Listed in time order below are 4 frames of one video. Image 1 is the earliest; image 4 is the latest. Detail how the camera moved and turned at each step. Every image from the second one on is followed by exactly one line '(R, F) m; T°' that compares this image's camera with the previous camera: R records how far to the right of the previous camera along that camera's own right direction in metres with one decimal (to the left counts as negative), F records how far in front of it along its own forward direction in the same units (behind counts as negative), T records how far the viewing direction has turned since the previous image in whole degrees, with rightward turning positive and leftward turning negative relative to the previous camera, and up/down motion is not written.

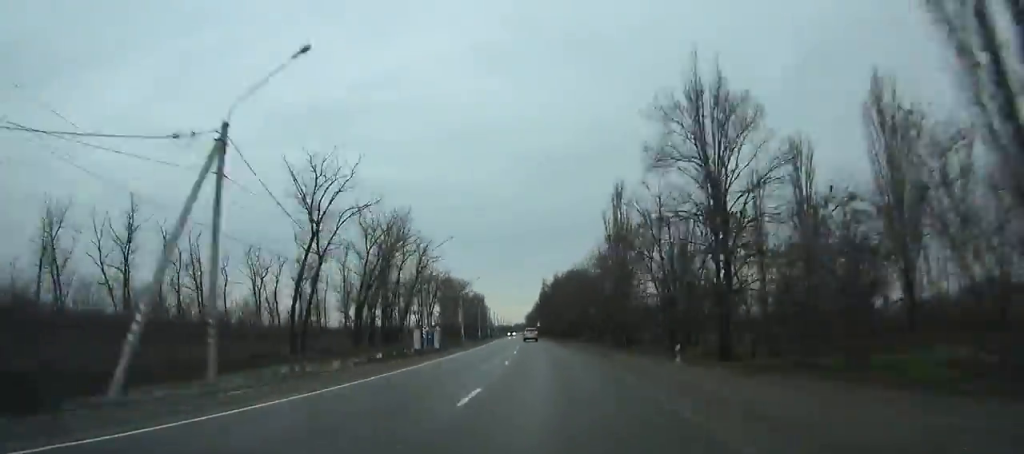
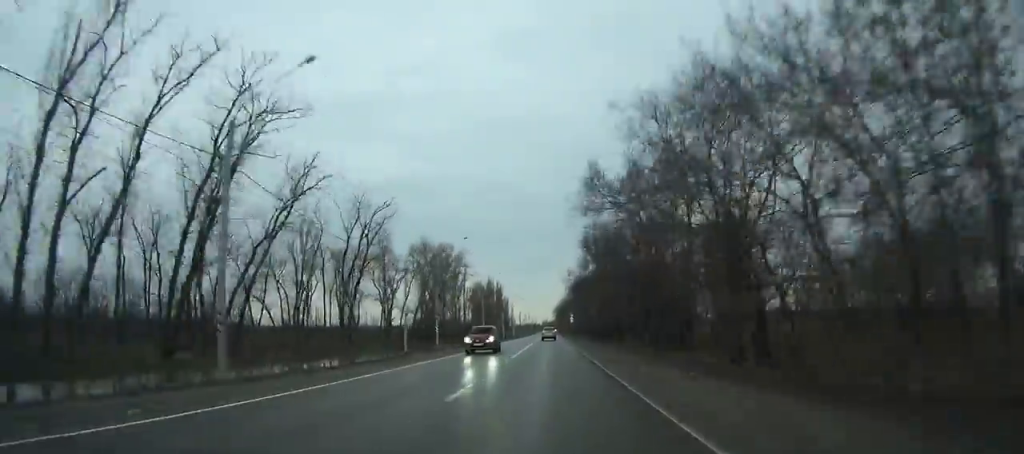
(-2.5, +70.0) m; -2°
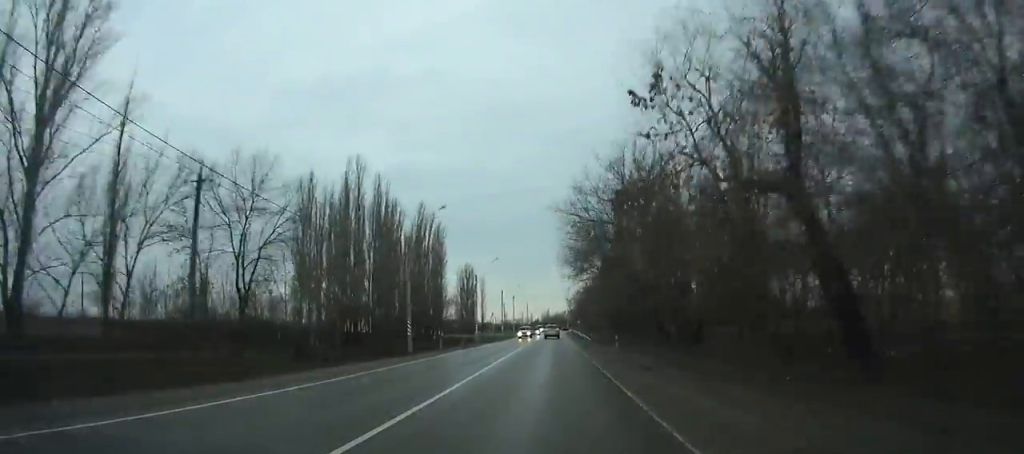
(-1.2, +153.9) m; -1°
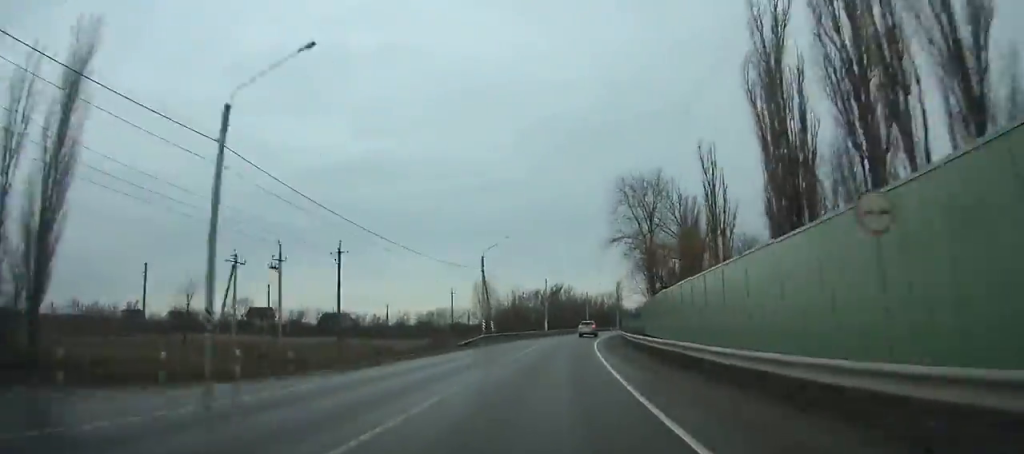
(+4.0, +155.1) m; +7°
